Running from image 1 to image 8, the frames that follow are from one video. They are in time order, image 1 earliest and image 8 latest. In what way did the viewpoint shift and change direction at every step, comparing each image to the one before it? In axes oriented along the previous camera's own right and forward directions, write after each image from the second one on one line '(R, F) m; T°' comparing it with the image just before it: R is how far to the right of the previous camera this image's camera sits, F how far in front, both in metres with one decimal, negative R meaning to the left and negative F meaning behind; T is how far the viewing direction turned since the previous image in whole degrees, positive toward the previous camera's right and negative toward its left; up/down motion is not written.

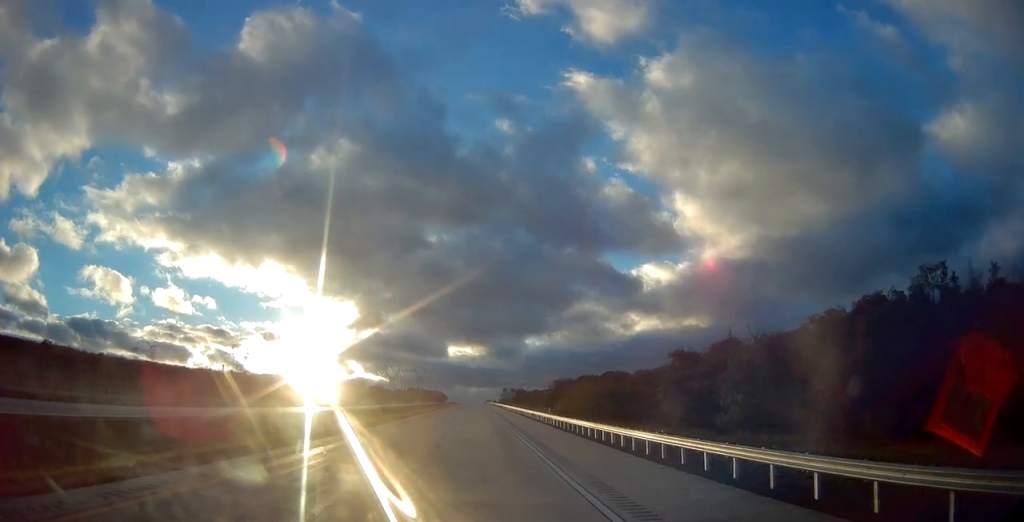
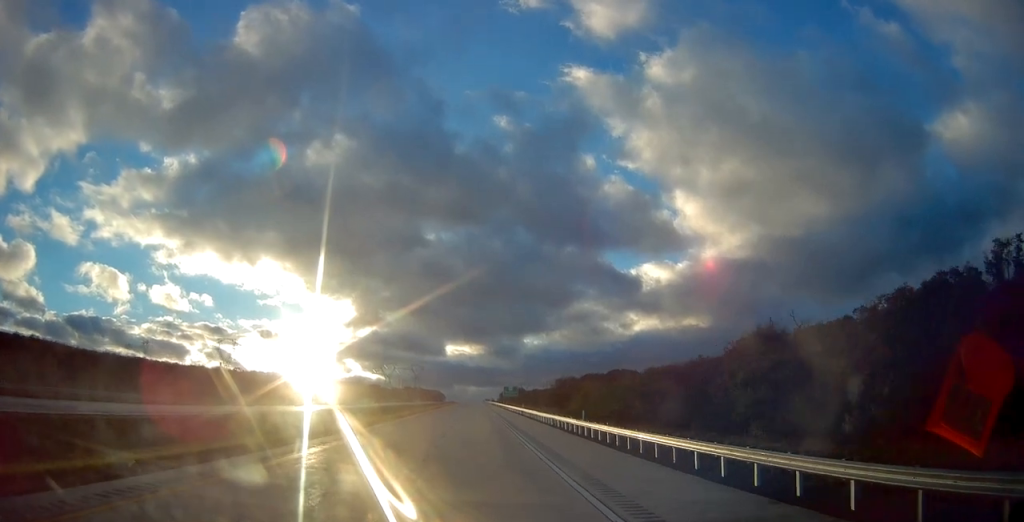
(0.0, +16.3) m; 0°
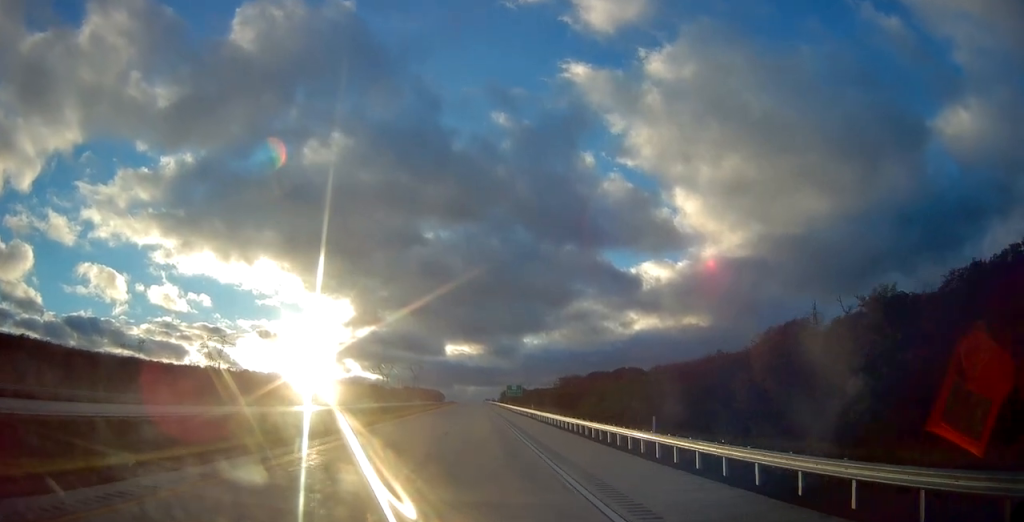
(0.0, +13.2) m; 0°
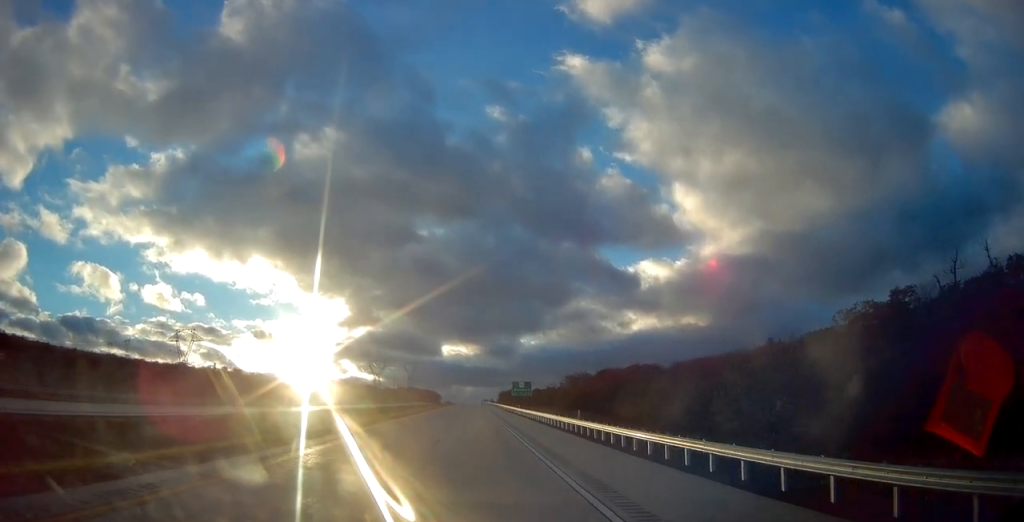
(+0.1, +29.8) m; 0°
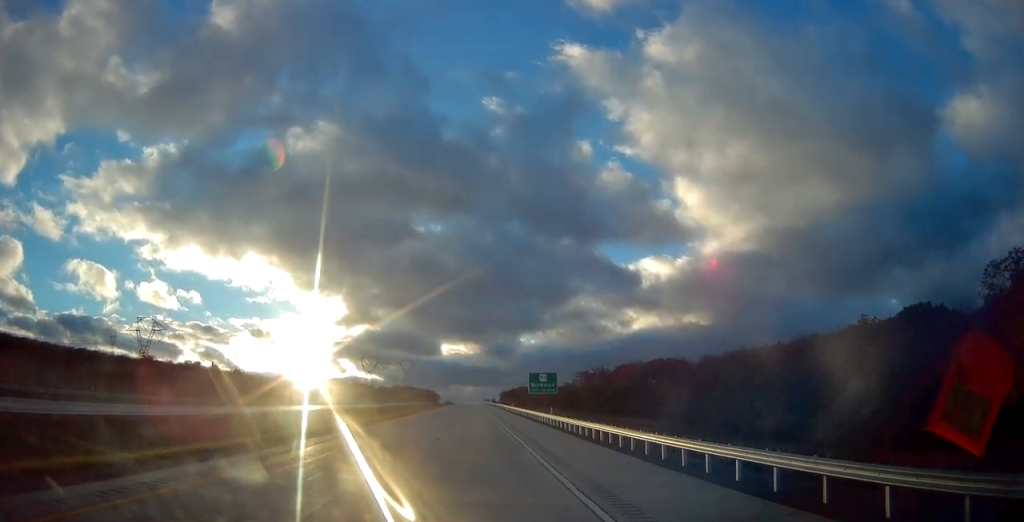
(0.0, +34.1) m; 0°
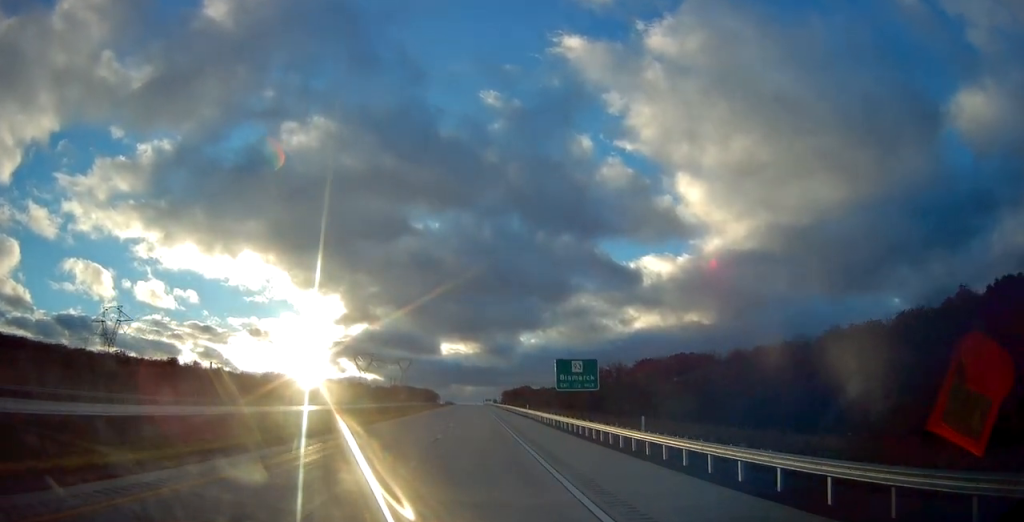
(0.0, +24.9) m; 0°
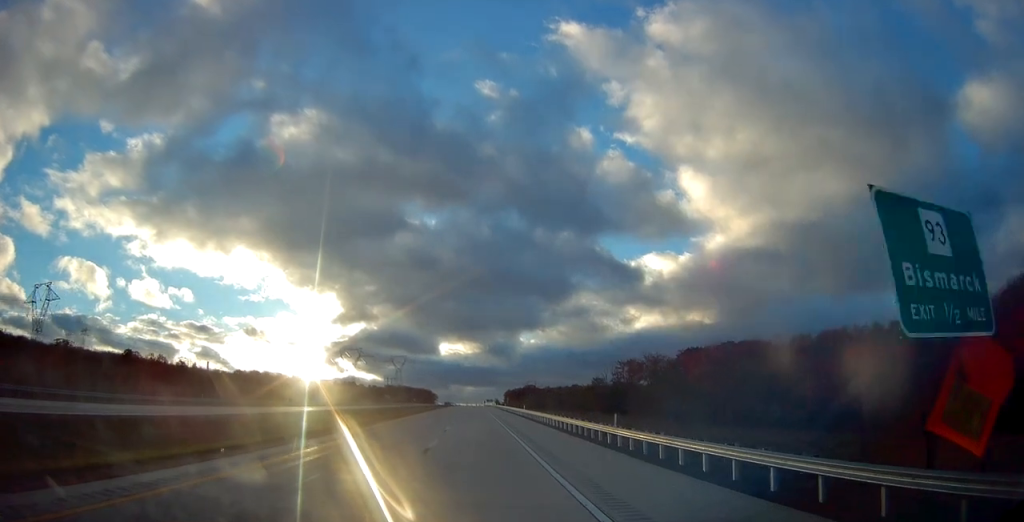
(-0.1, +41.4) m; 0°
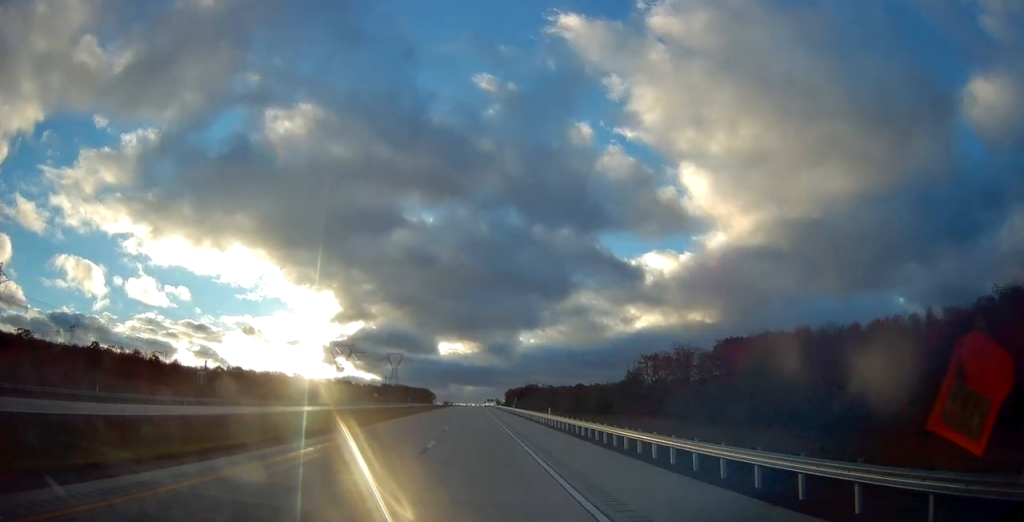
(0.0, +23.9) m; 0°
